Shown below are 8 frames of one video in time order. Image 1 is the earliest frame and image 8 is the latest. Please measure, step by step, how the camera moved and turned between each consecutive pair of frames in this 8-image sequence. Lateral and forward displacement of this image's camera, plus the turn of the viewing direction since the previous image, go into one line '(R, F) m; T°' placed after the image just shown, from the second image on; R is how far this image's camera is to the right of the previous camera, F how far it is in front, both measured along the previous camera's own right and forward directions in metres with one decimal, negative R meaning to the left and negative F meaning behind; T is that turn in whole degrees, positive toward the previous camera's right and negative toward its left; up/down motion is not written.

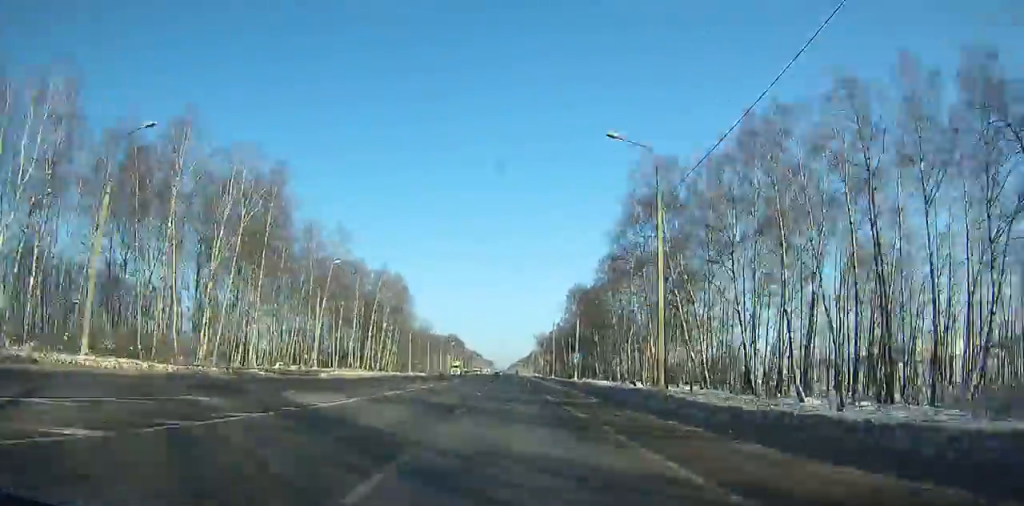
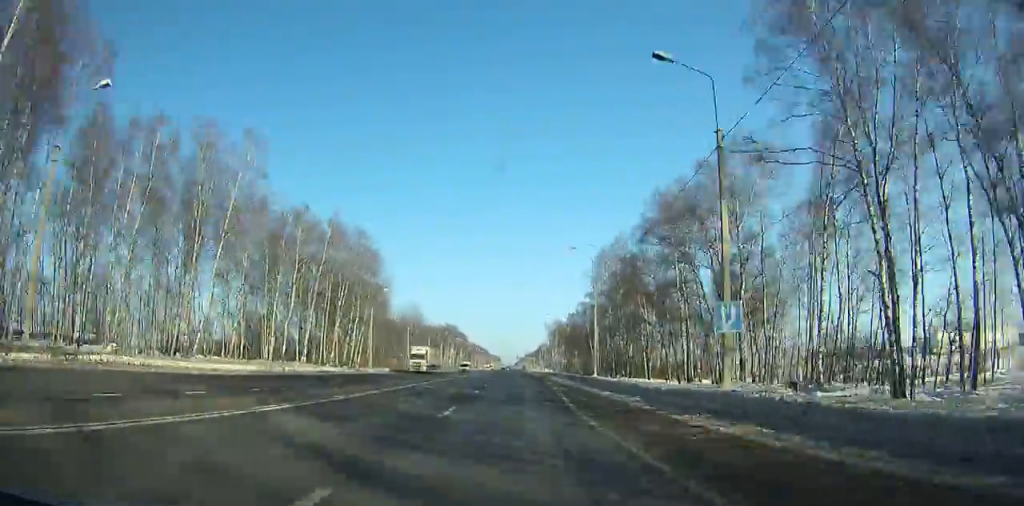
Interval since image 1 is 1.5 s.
(-0.2, +38.3) m; 0°
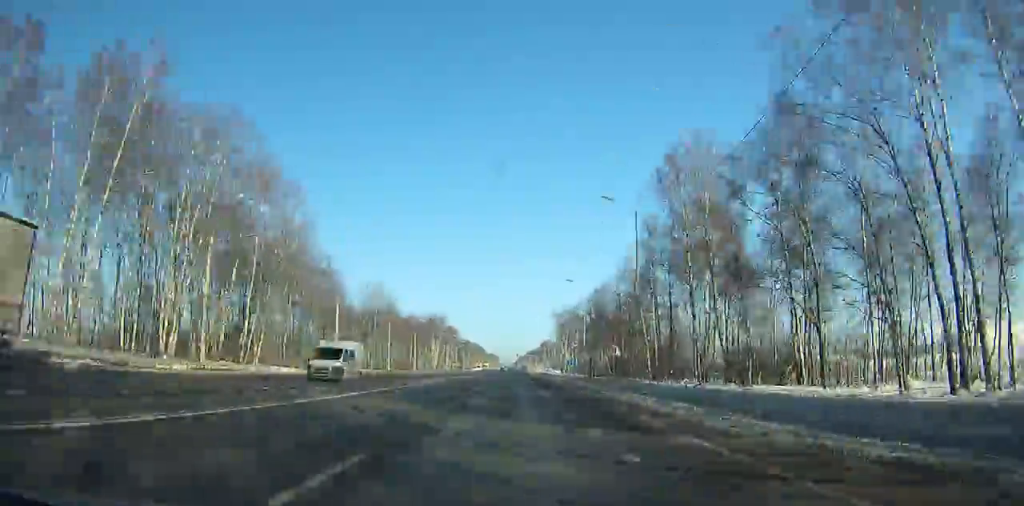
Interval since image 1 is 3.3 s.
(-0.2, +45.7) m; +2°
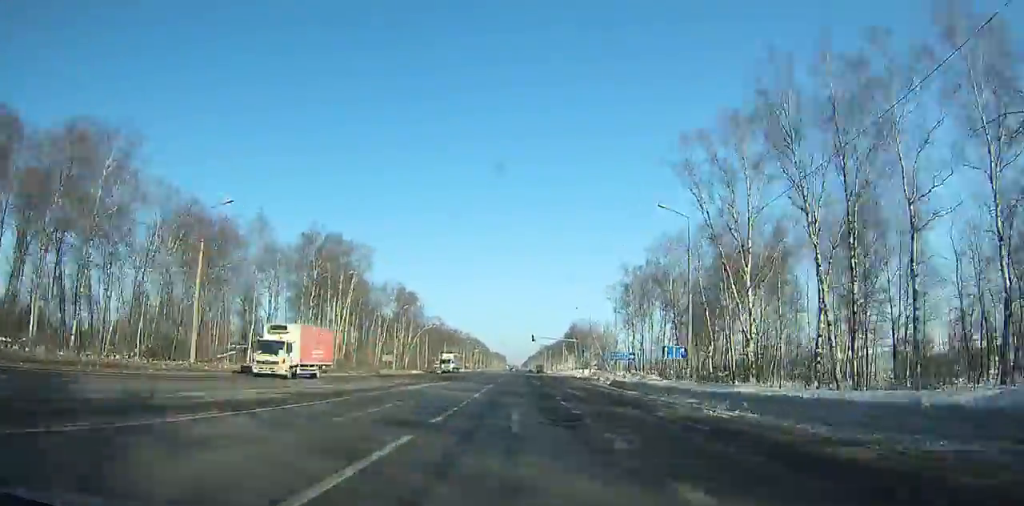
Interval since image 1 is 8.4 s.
(+1.0, +128.7) m; -4°
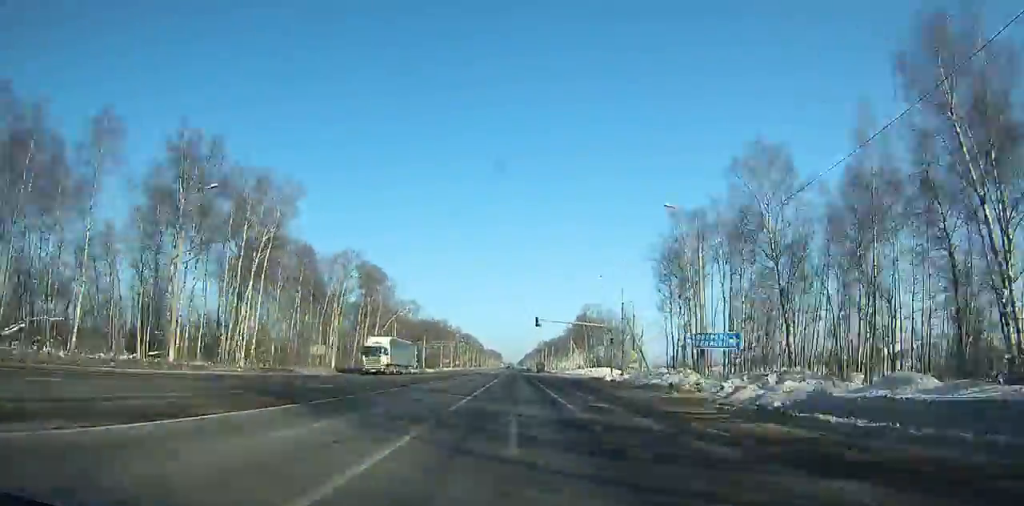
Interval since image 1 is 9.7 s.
(-3.4, +33.1) m; -2°
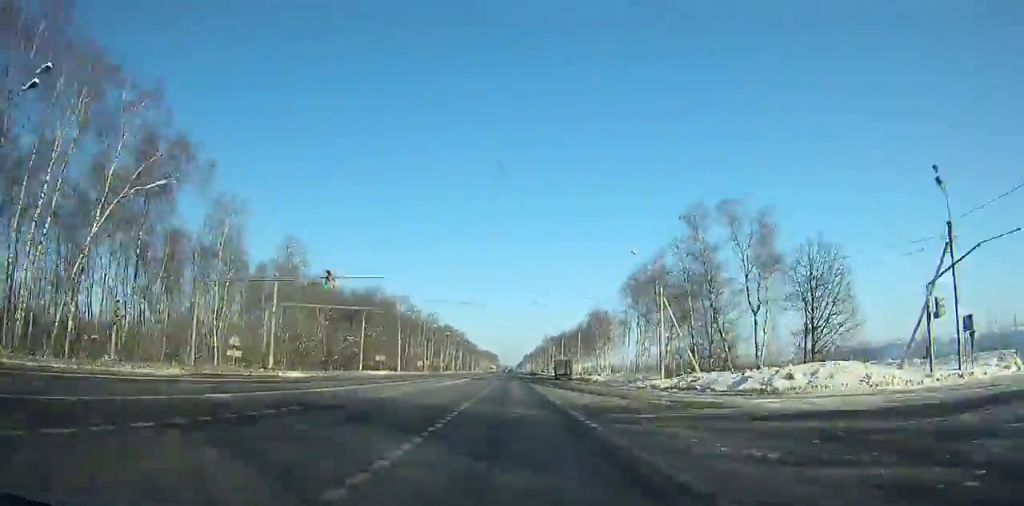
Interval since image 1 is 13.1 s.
(+2.0, +87.0) m; +2°
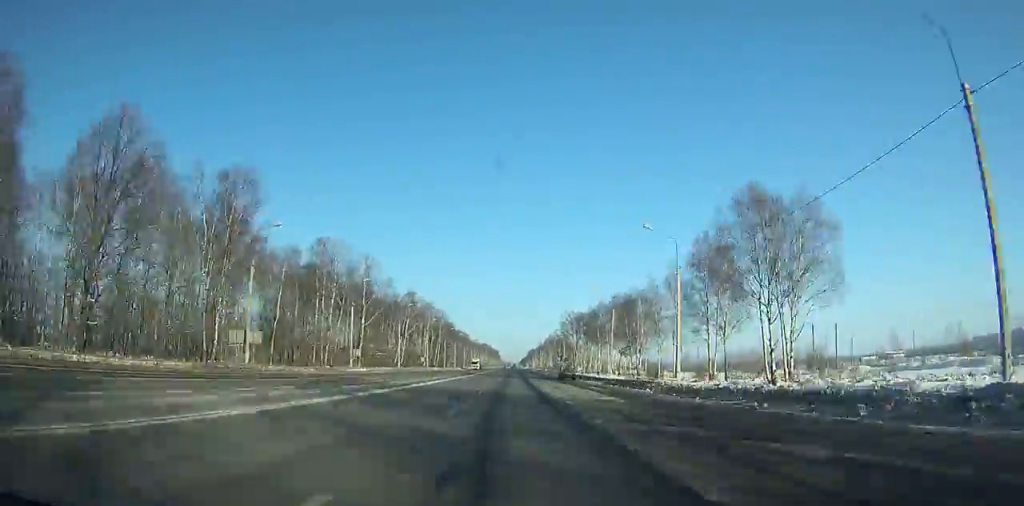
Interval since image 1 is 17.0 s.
(+0.7, +100.1) m; 0°
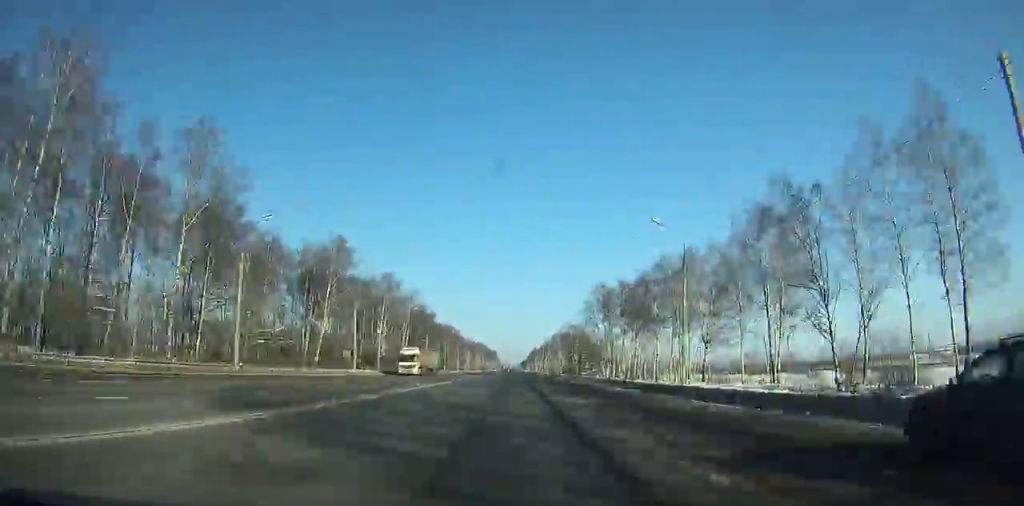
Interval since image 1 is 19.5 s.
(-0.1, +64.4) m; 0°
